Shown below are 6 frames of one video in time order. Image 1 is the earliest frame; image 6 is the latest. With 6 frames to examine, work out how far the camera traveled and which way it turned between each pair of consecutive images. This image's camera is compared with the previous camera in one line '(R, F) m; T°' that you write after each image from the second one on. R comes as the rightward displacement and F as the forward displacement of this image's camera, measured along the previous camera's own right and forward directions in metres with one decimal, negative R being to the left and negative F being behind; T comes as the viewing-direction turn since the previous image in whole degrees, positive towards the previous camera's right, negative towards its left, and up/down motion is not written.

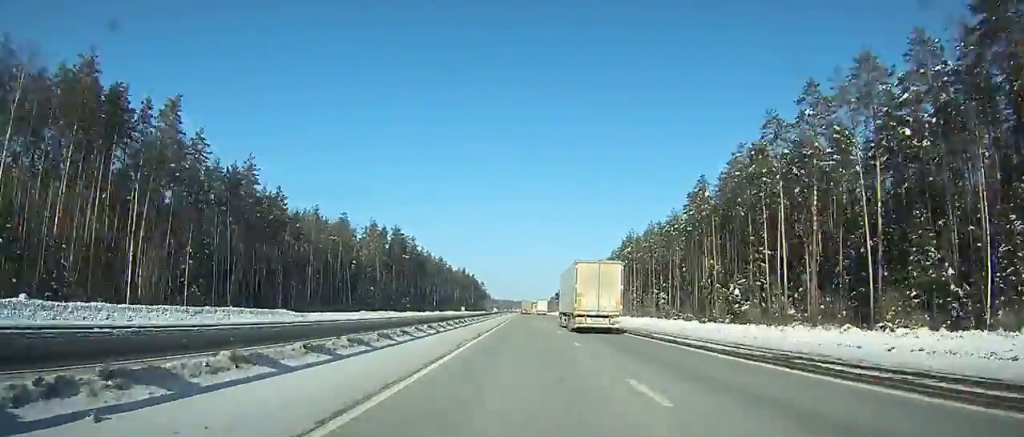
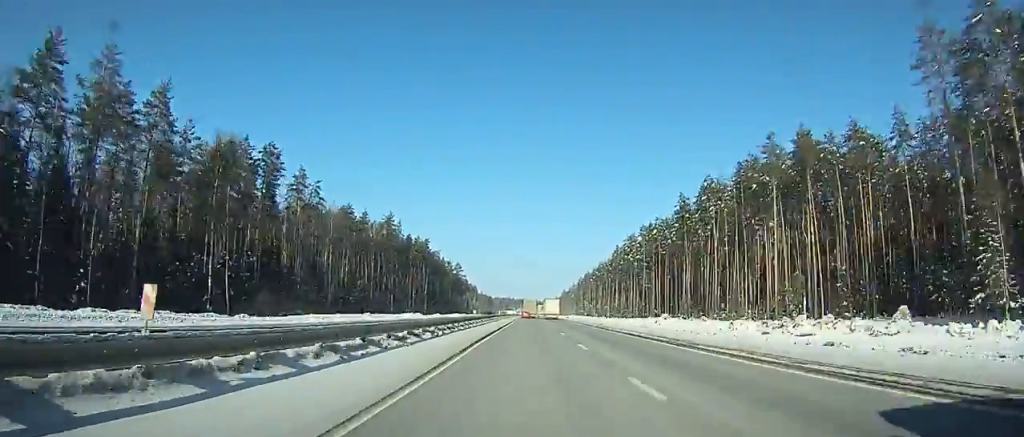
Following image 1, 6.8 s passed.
(0.0, +205.3) m; 0°
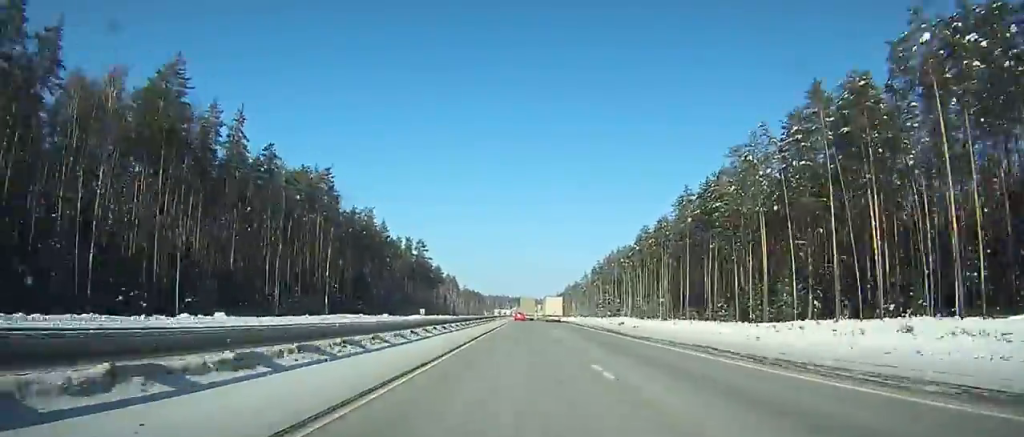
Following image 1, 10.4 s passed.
(-0.1, +106.4) m; 0°
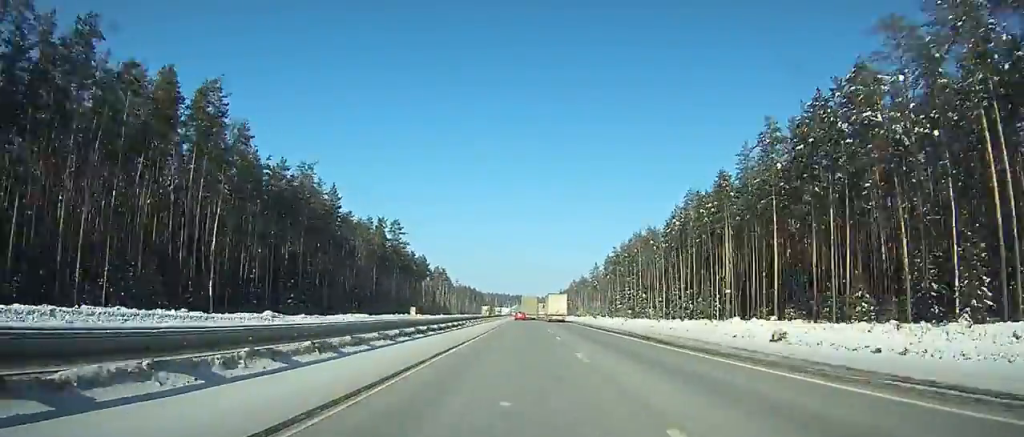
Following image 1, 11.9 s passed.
(+0.1, +44.0) m; 0°
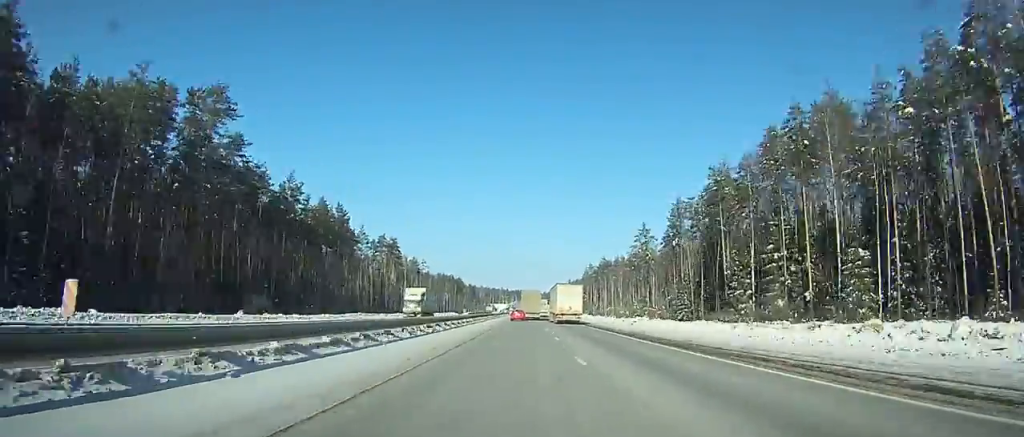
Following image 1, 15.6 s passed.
(0.0, +107.2) m; 0°
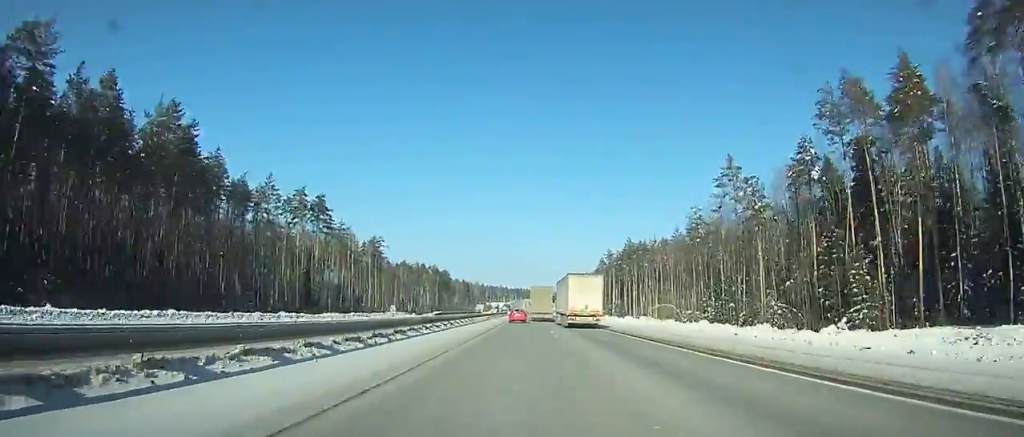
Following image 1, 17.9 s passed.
(+0.1, +64.4) m; 0°
